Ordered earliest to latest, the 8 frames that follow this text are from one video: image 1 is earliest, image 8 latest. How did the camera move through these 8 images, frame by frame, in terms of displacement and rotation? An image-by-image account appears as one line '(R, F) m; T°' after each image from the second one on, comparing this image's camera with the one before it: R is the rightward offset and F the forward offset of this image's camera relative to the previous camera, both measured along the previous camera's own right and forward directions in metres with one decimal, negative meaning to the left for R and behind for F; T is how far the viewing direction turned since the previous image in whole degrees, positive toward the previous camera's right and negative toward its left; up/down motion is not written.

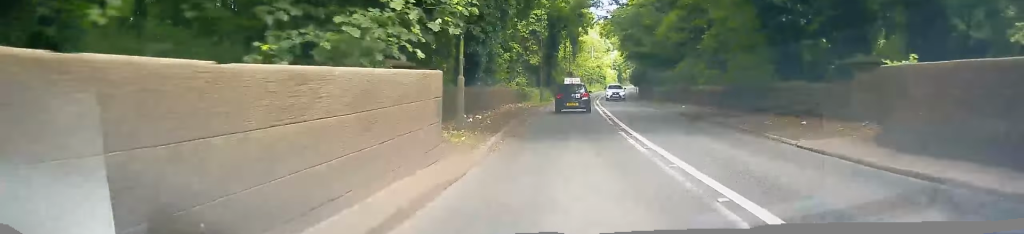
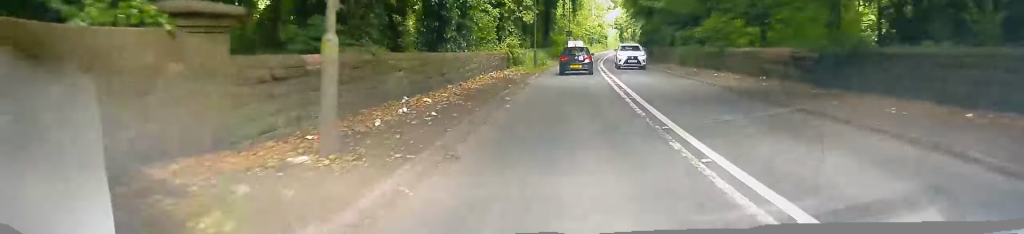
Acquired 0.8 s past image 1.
(0.0, +8.2) m; 0°
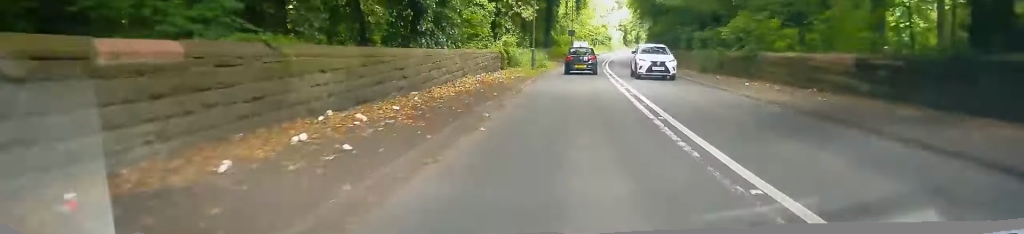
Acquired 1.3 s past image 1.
(0.0, +4.7) m; 0°
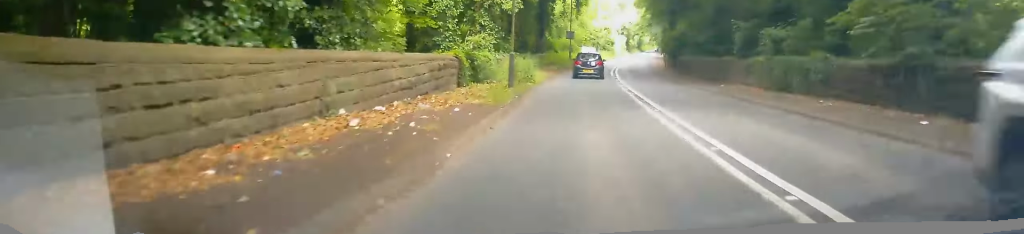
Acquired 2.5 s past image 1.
(0.0, +12.1) m; +2°
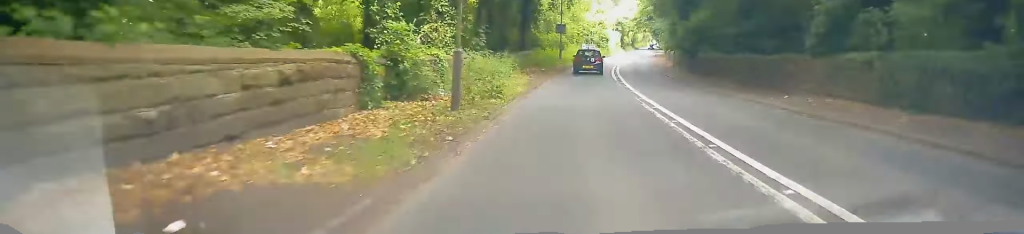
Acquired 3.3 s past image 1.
(+0.3, +8.7) m; +2°
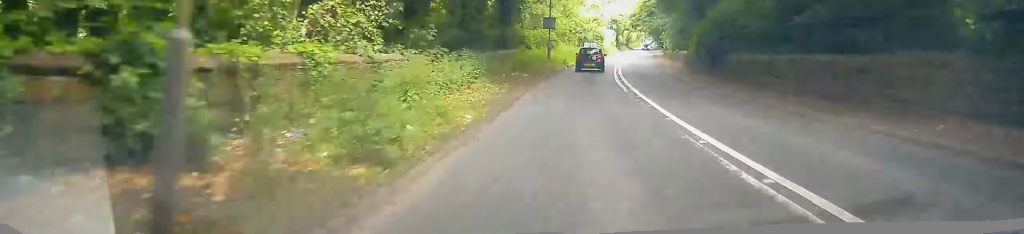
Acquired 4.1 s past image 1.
(+0.1, +8.3) m; +2°
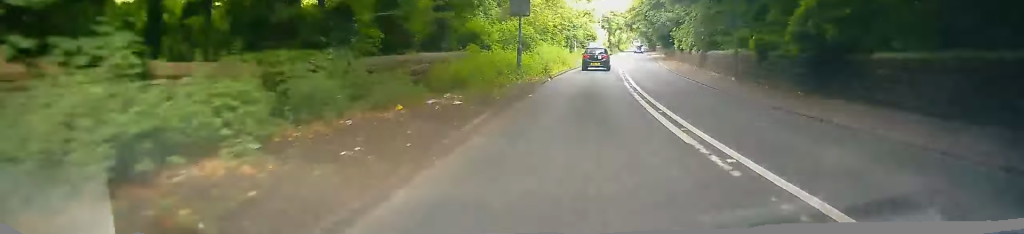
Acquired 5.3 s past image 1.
(+0.2, +13.2) m; +2°
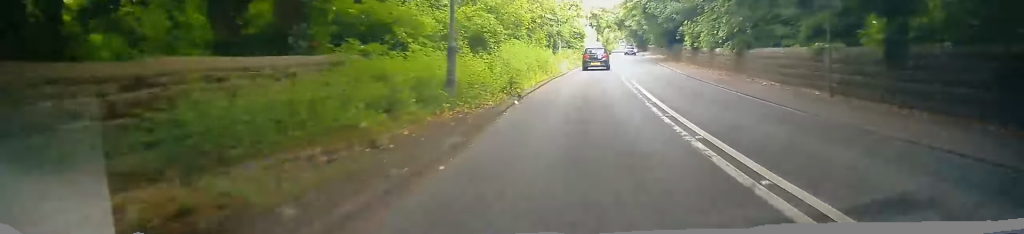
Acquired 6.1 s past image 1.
(+0.1, +9.7) m; +1°
